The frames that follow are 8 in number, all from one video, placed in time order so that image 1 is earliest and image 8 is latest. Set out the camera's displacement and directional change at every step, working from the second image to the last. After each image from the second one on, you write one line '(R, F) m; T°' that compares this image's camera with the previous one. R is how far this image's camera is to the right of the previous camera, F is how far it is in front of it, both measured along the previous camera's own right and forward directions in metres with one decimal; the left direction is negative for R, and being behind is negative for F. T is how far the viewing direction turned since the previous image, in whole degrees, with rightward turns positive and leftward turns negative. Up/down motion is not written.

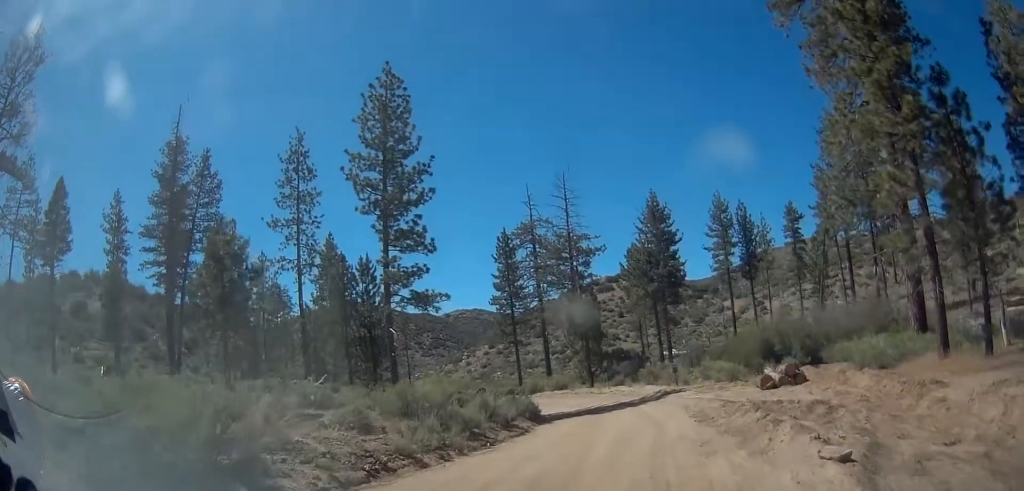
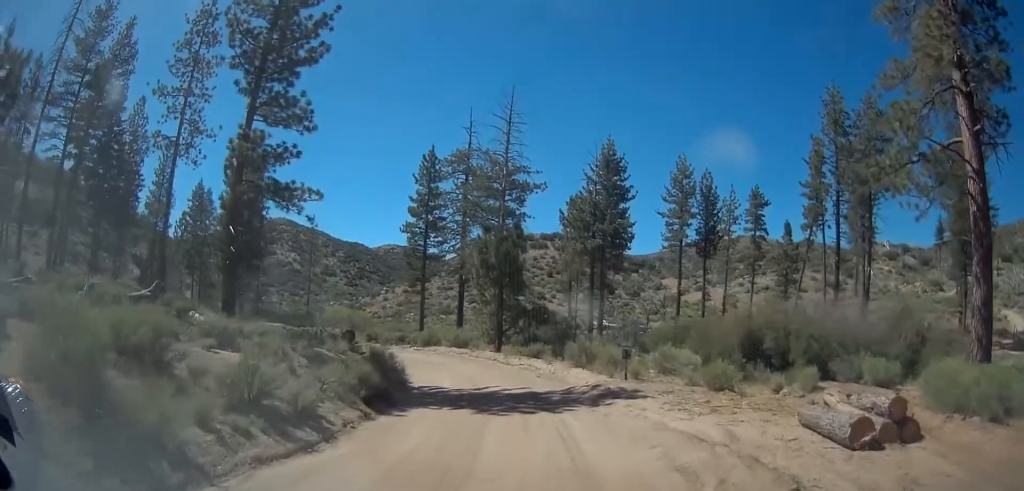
(-0.3, +11.1) m; -6°
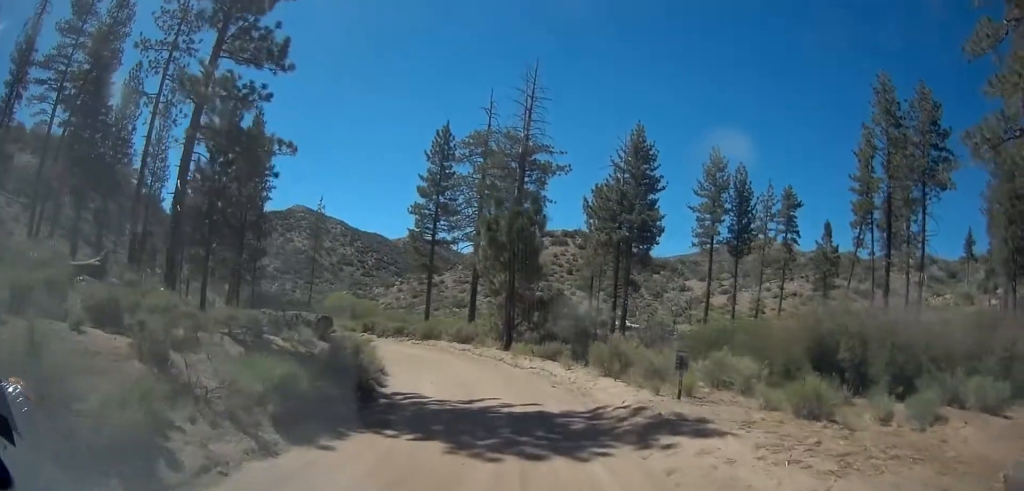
(0.0, +5.3) m; -3°
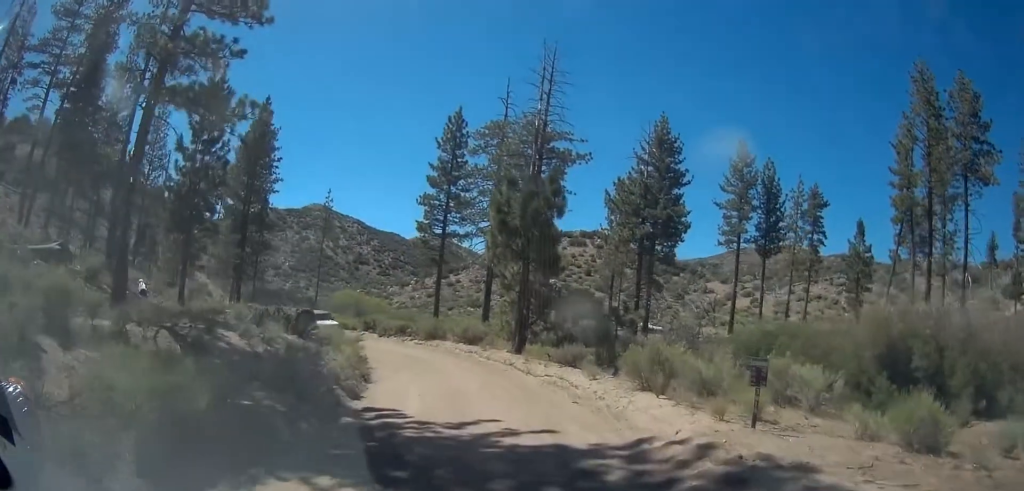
(-0.1, +3.7) m; 0°
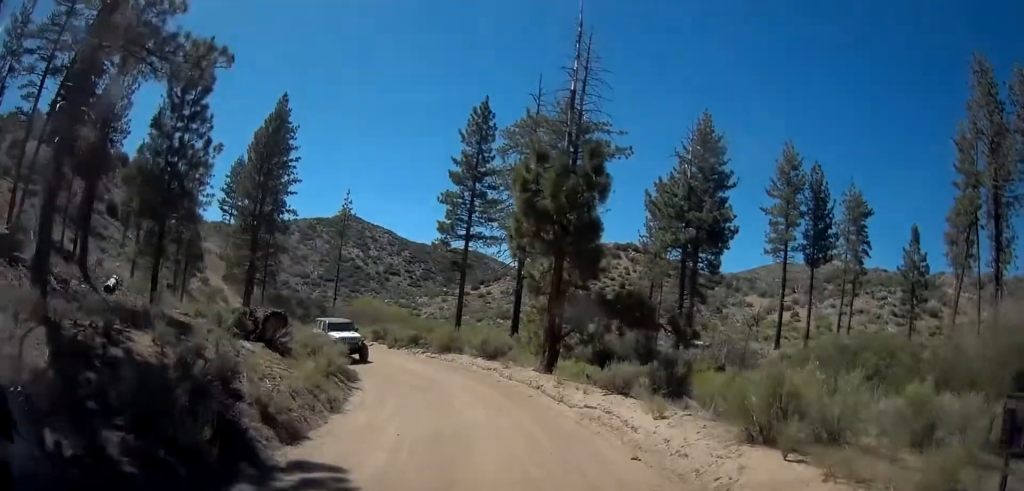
(-0.1, +5.0) m; +1°
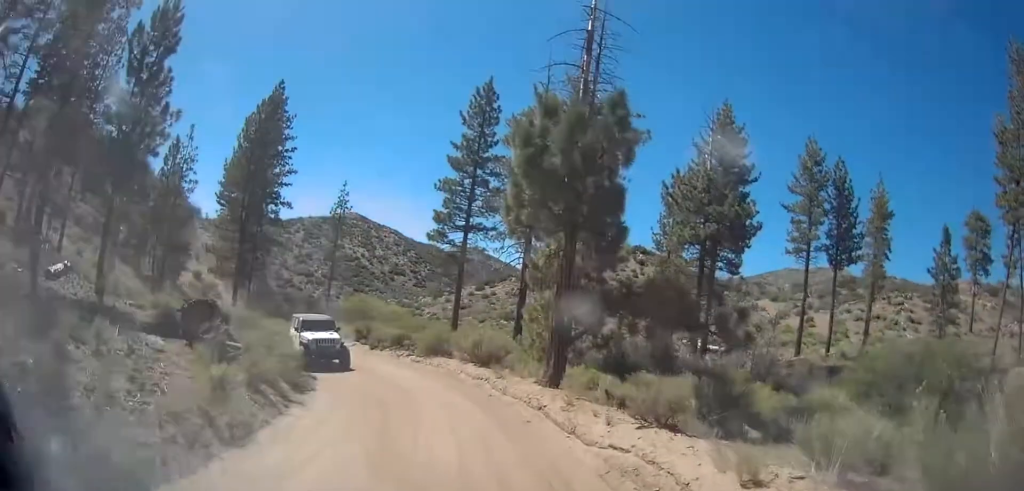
(+0.2, +4.4) m; 0°
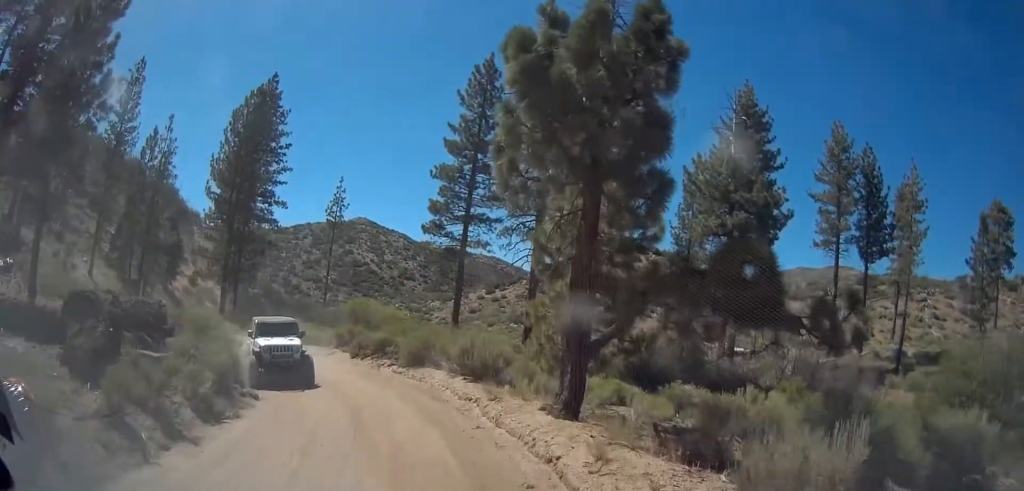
(-0.3, +4.9) m; -7°
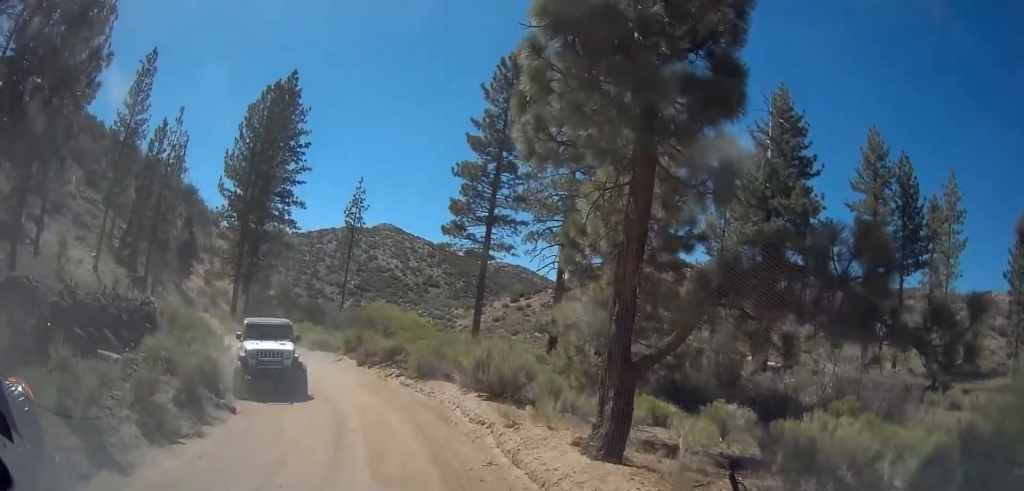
(-0.2, +1.8) m; -6°
